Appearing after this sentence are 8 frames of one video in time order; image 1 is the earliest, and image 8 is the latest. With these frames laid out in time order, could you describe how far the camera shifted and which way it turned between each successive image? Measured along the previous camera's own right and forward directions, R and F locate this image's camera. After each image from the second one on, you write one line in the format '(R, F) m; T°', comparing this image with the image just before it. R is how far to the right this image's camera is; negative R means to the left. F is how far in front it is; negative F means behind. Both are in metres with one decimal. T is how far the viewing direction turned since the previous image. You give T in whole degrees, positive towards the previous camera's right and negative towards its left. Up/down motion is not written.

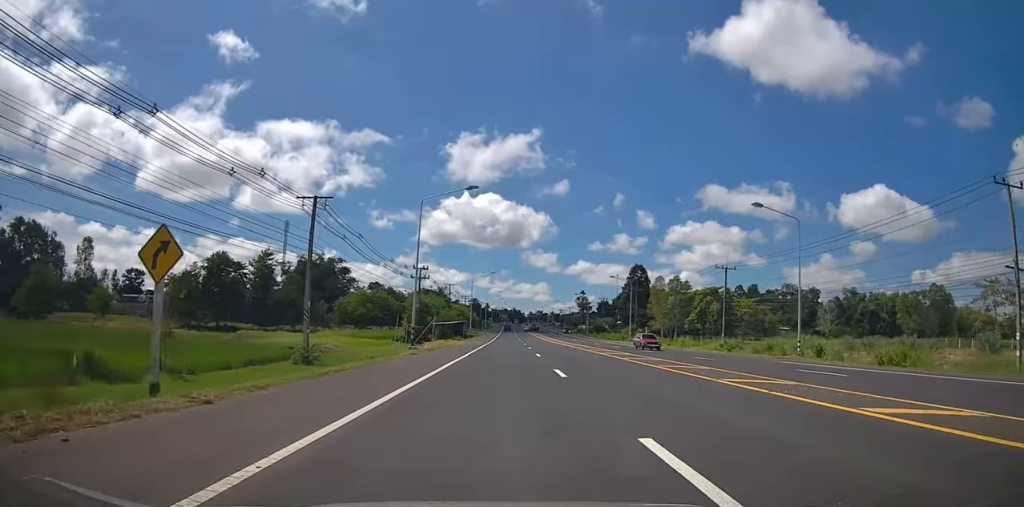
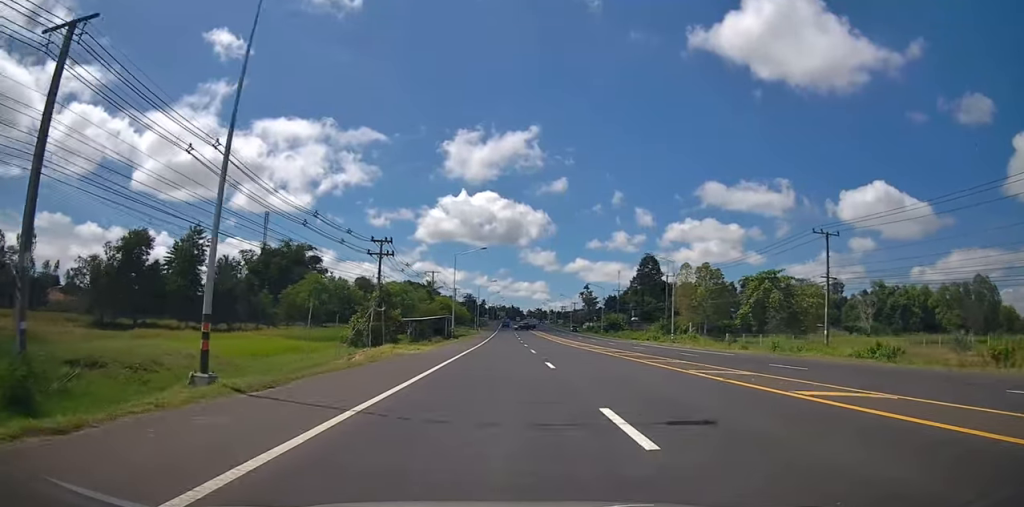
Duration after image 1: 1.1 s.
(+0.1, +22.3) m; 0°
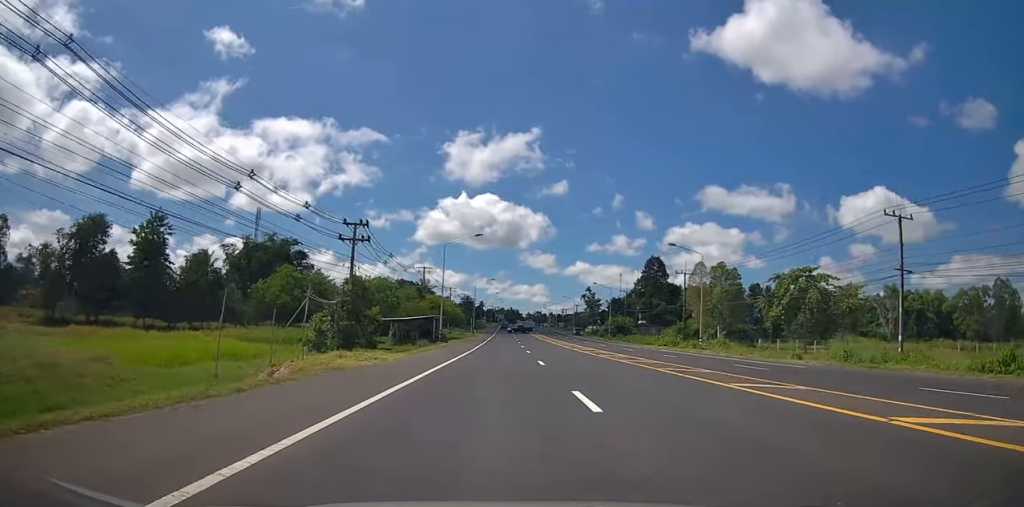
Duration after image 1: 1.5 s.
(+0.1, +9.3) m; 0°
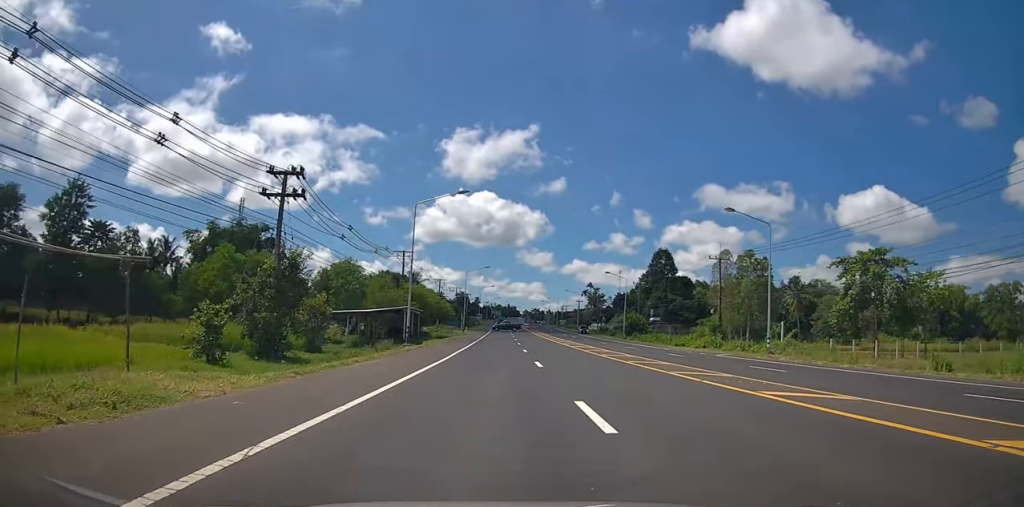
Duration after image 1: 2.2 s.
(-0.2, +14.1) m; 0°
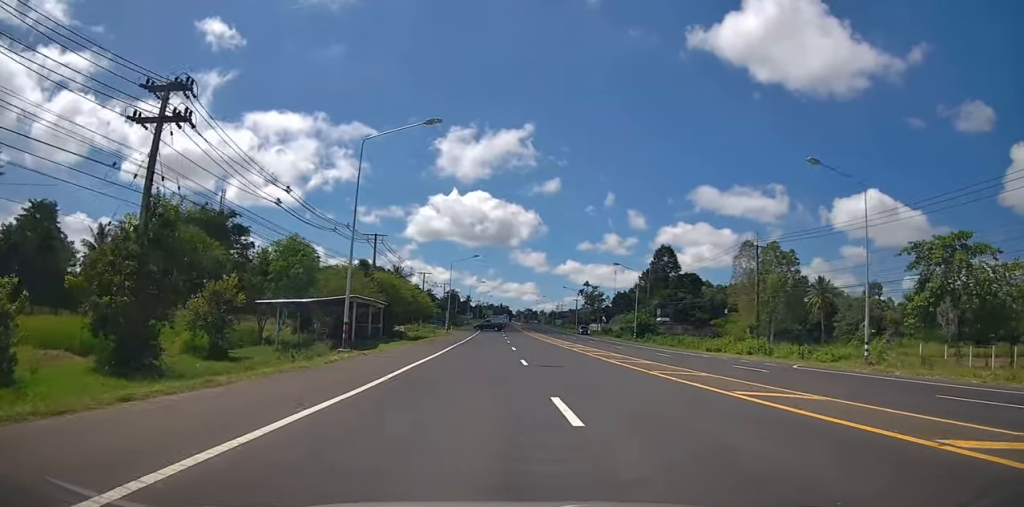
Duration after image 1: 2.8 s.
(-0.2, +11.6) m; 0°
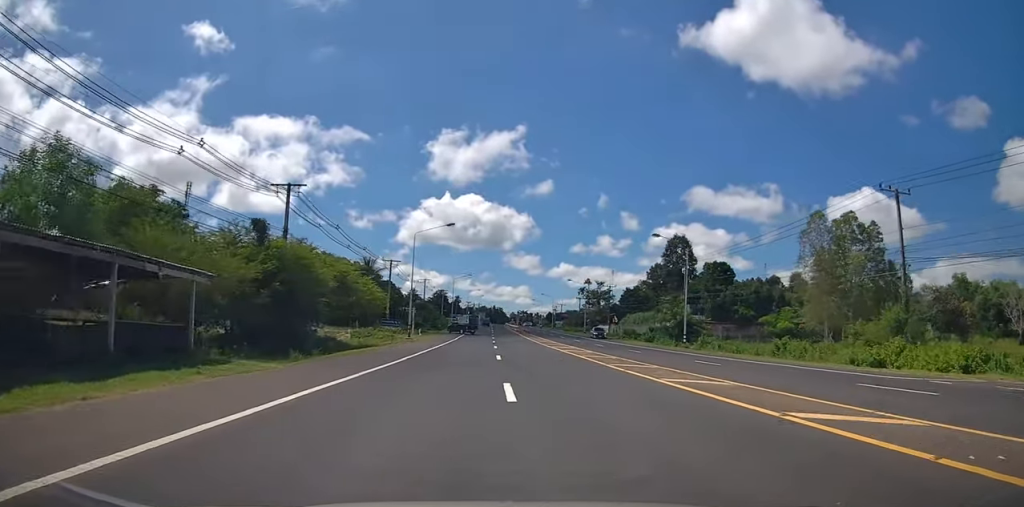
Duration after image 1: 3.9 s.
(+0.6, +21.8) m; 0°
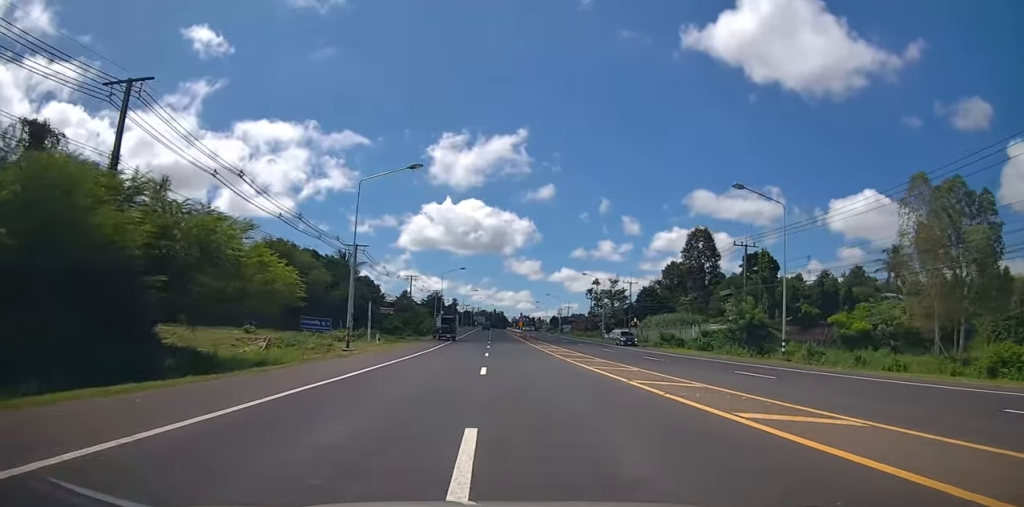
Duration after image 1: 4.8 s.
(-0.3, +17.8) m; -1°
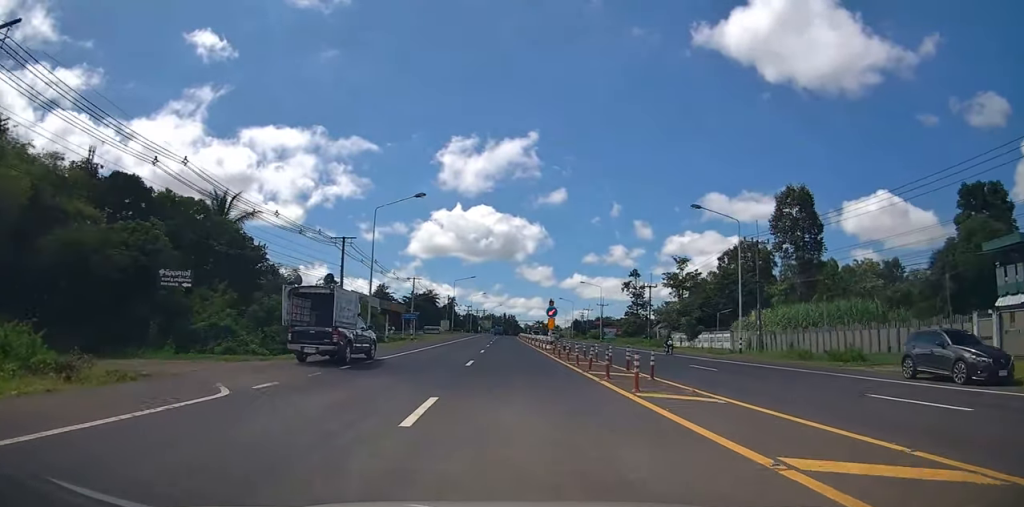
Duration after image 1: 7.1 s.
(+0.4, +44.9) m; 0°
